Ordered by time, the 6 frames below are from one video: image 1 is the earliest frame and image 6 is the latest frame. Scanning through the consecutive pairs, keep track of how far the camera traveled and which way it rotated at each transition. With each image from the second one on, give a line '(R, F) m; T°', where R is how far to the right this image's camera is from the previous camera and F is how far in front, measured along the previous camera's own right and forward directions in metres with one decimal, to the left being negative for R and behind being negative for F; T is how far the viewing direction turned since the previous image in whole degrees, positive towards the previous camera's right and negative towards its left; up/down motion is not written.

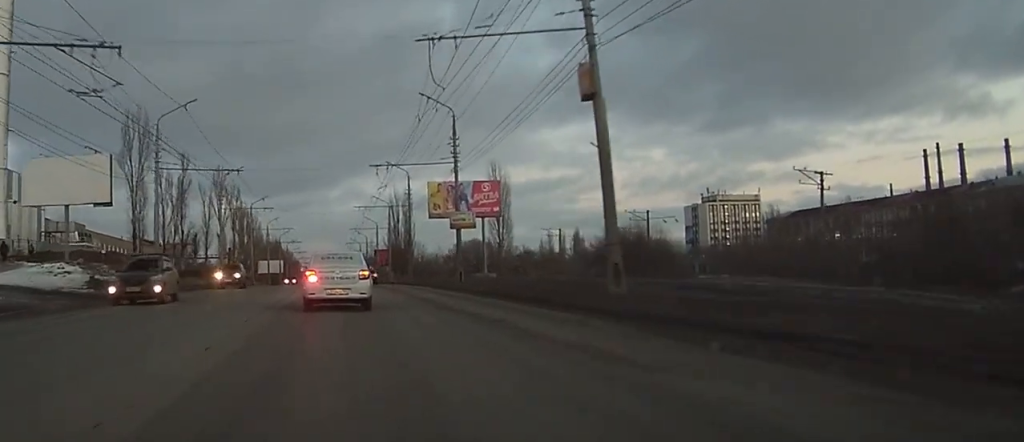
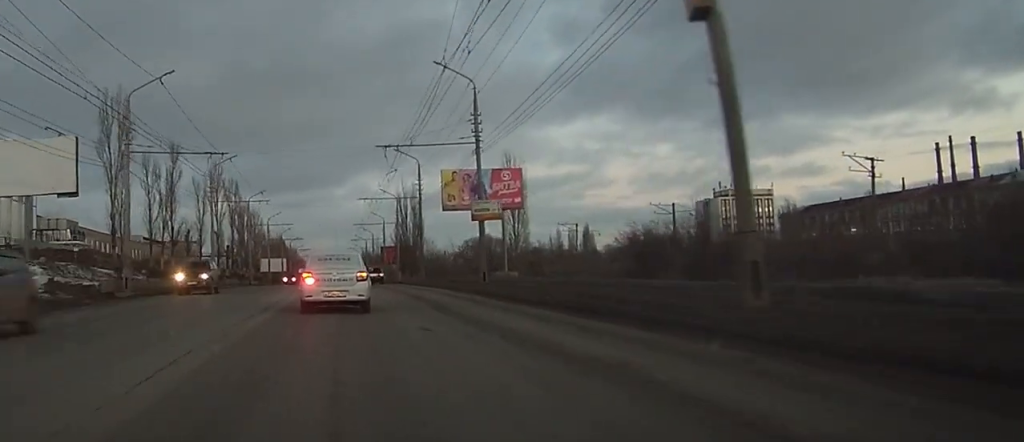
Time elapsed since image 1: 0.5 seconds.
(0.0, +7.9) m; -1°
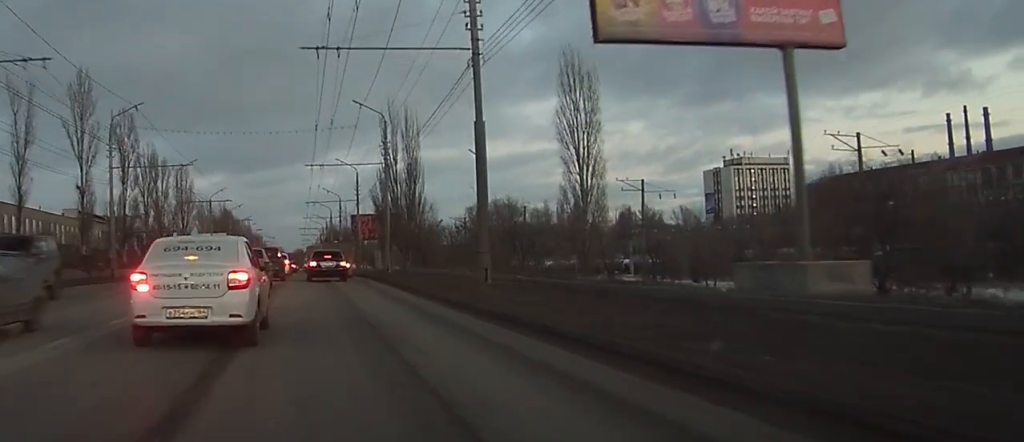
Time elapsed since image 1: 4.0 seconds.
(-0.3, +50.2) m; +1°
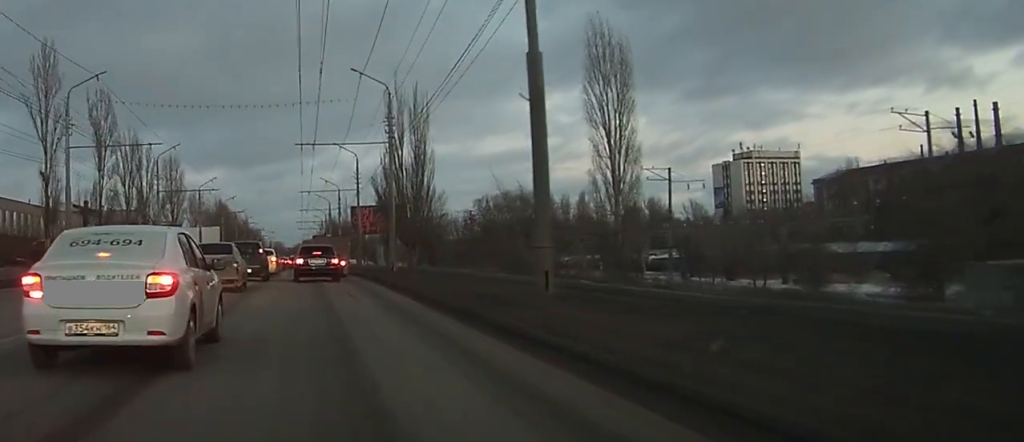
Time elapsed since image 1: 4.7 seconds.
(+0.1, +9.4) m; 0°
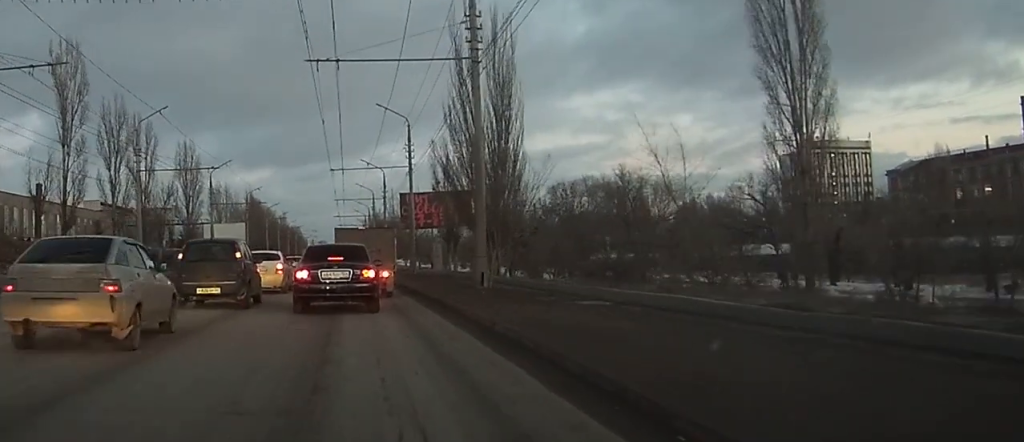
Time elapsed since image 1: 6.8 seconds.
(0.0, +23.9) m; 0°
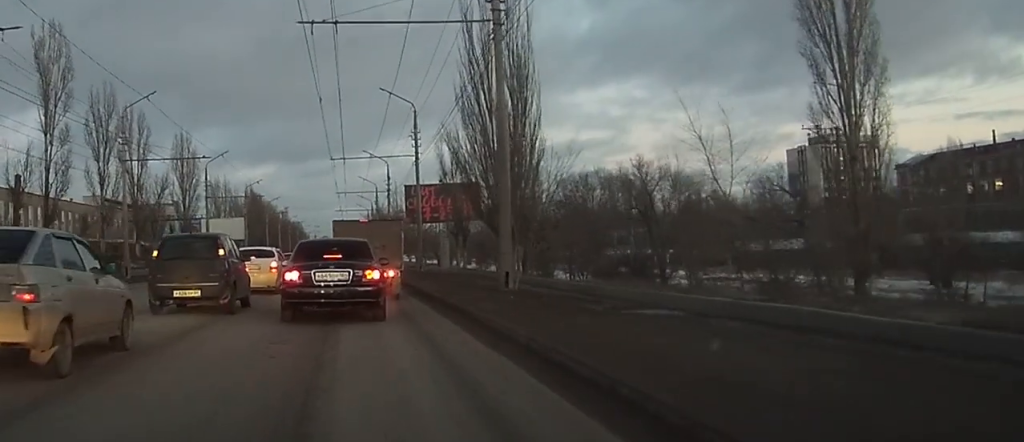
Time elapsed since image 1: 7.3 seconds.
(0.0, +4.9) m; 0°
